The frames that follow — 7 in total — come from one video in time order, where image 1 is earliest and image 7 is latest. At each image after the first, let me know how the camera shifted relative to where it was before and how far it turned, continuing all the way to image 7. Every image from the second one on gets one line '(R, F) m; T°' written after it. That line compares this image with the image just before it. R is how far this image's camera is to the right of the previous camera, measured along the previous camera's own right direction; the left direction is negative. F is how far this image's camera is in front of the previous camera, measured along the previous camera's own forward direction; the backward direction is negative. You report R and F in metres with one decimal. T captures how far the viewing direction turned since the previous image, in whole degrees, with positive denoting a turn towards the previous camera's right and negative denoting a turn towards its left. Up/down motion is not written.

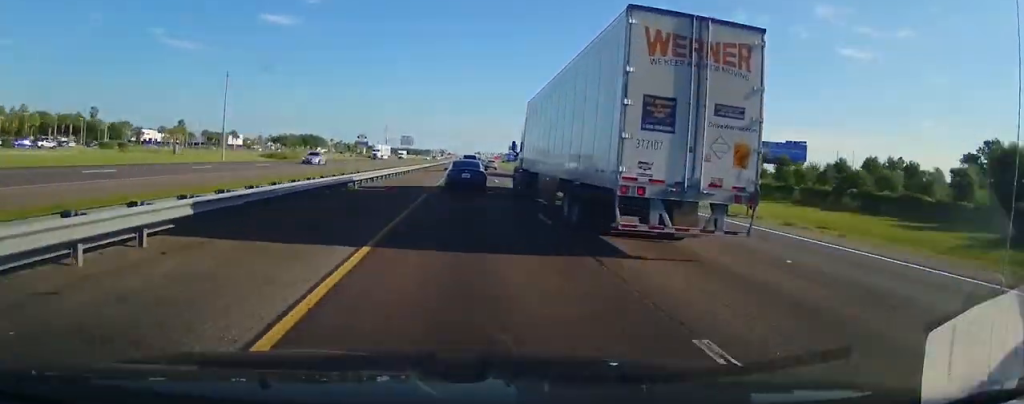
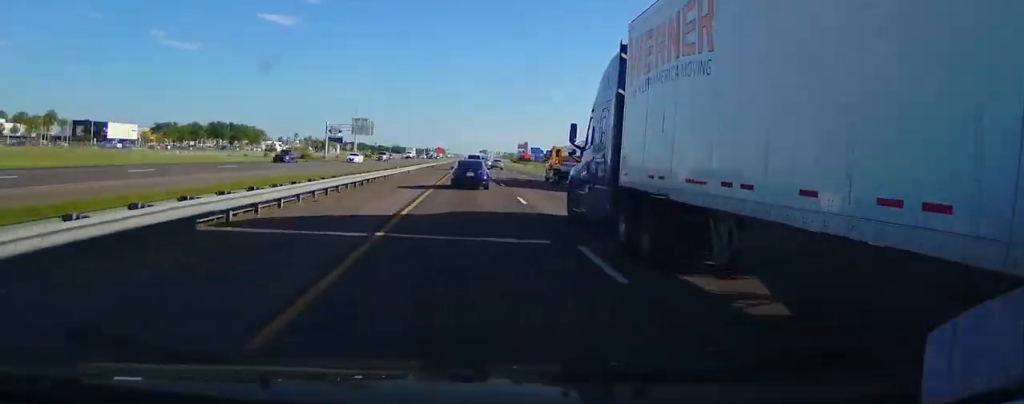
(-0.4, +116.6) m; 0°
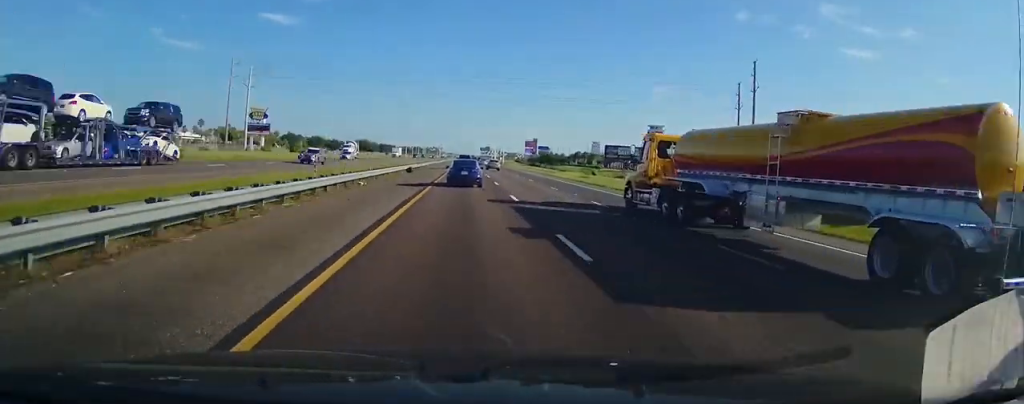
(-0.4, +145.7) m; 0°
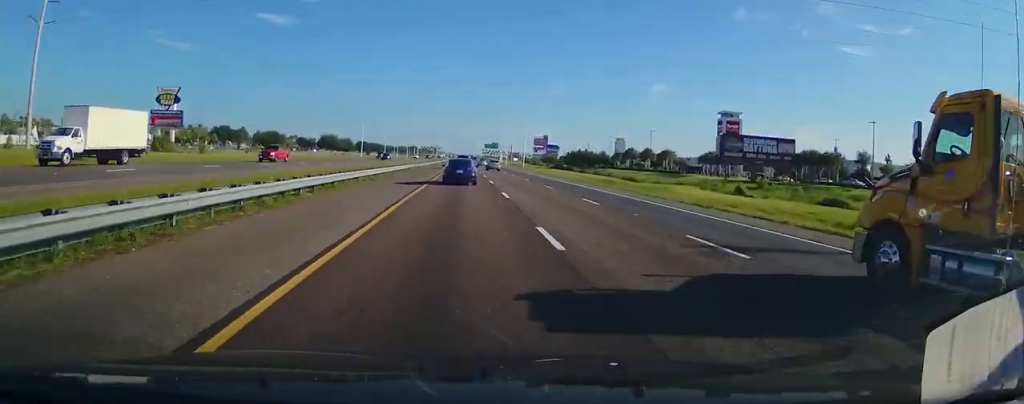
(+0.1, +84.8) m; 0°
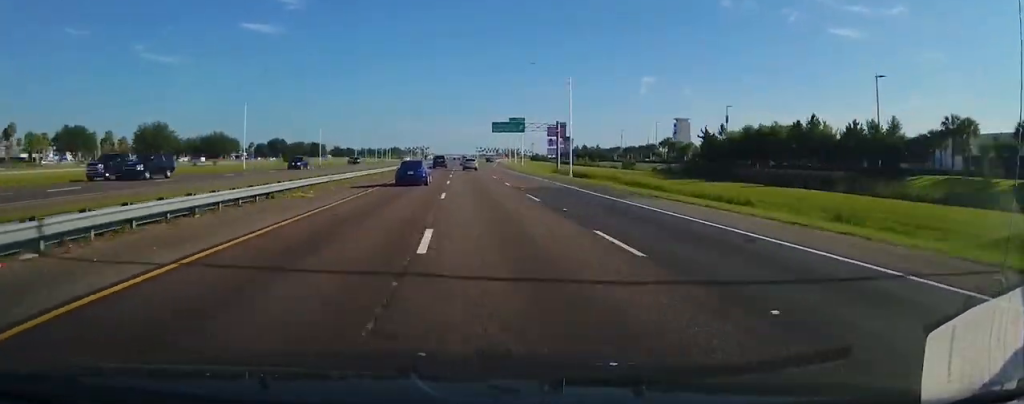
(+1.3, +146.5) m; 0°
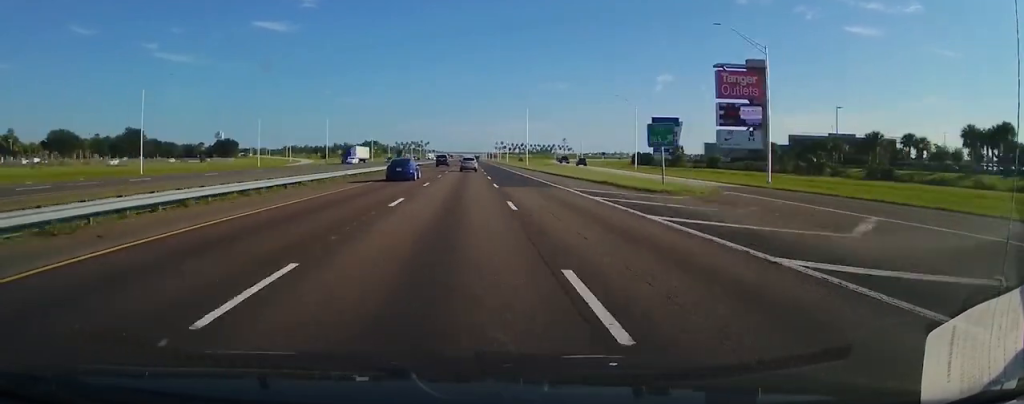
(-2.4, +272.0) m; -1°
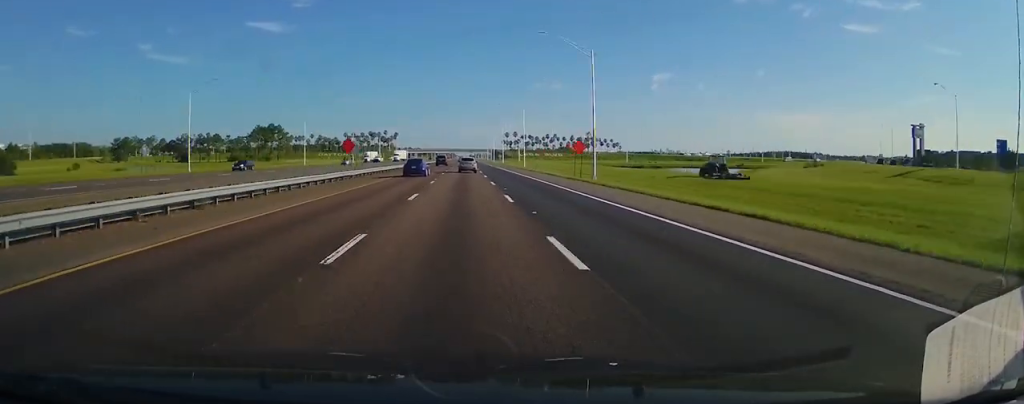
(+0.6, +257.2) m; 0°
